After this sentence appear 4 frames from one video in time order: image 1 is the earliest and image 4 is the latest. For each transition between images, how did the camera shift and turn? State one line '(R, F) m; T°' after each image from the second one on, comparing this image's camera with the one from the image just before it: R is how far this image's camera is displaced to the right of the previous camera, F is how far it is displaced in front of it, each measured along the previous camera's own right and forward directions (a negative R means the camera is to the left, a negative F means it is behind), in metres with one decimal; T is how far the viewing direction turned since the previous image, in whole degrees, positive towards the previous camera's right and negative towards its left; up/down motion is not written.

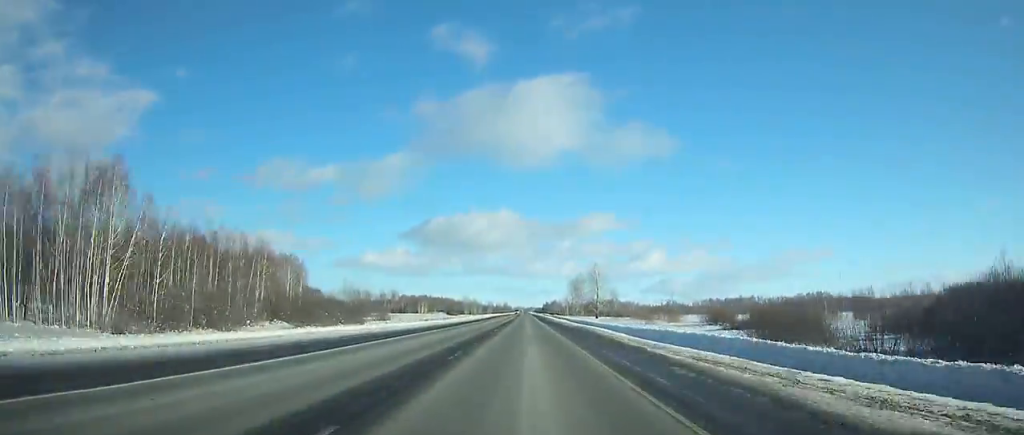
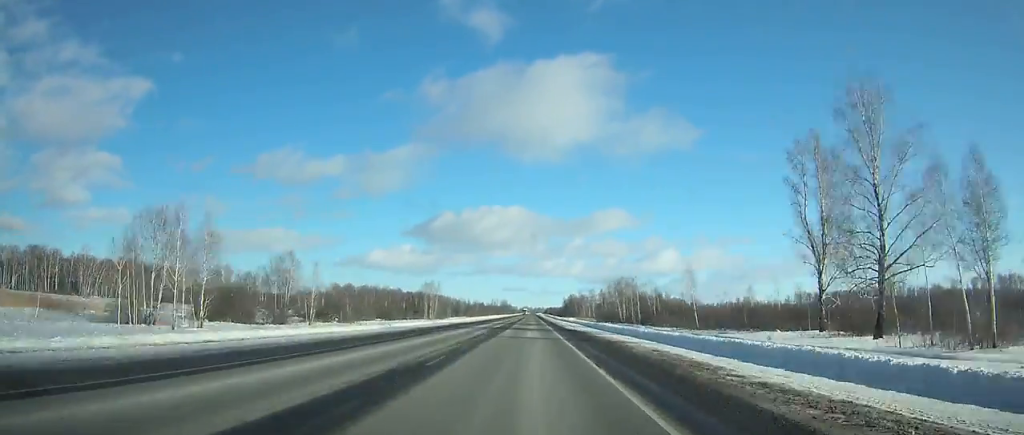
(-0.9, +278.2) m; 0°
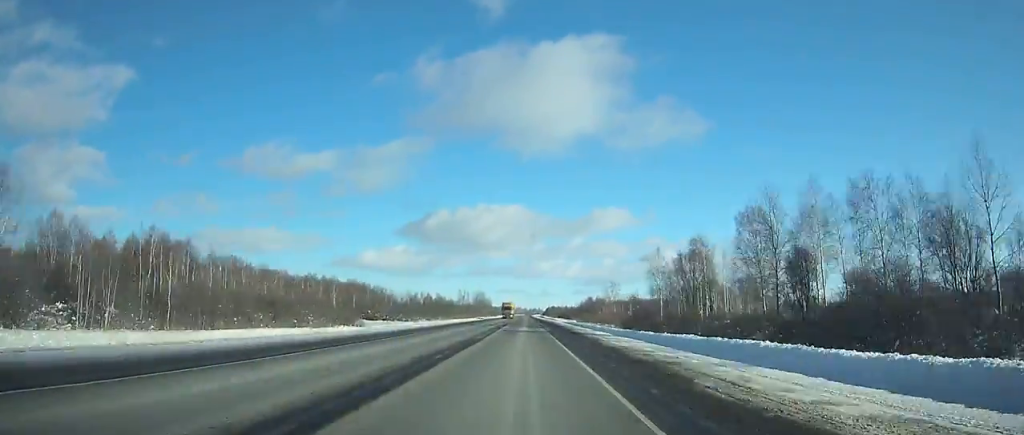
(+0.4, +265.1) m; 0°
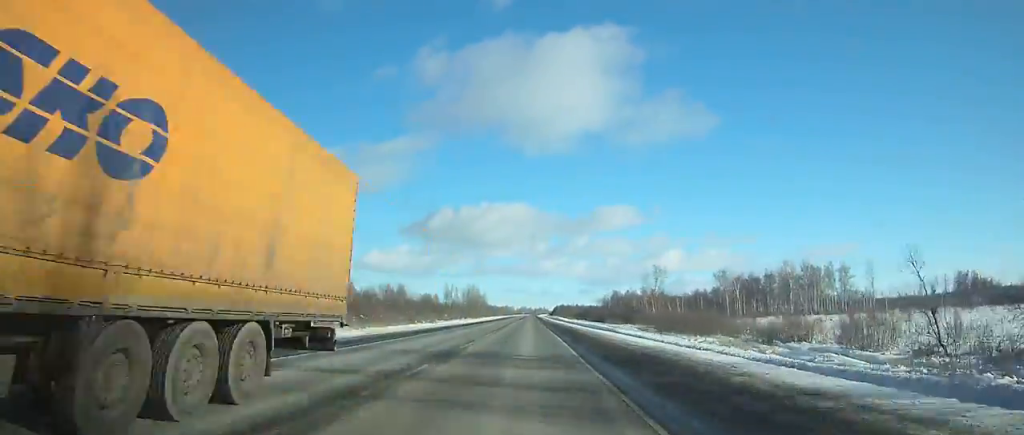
(+0.1, +92.2) m; 0°
